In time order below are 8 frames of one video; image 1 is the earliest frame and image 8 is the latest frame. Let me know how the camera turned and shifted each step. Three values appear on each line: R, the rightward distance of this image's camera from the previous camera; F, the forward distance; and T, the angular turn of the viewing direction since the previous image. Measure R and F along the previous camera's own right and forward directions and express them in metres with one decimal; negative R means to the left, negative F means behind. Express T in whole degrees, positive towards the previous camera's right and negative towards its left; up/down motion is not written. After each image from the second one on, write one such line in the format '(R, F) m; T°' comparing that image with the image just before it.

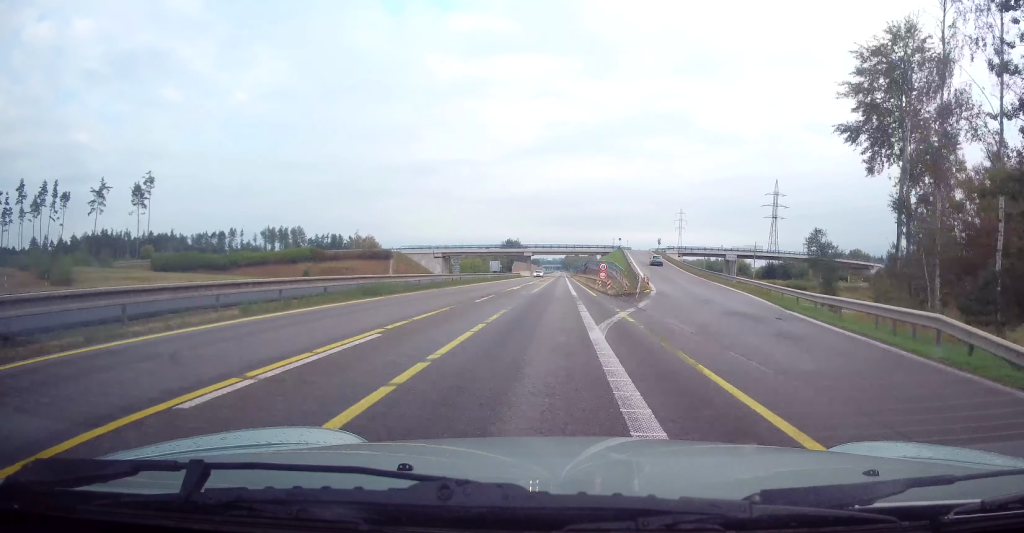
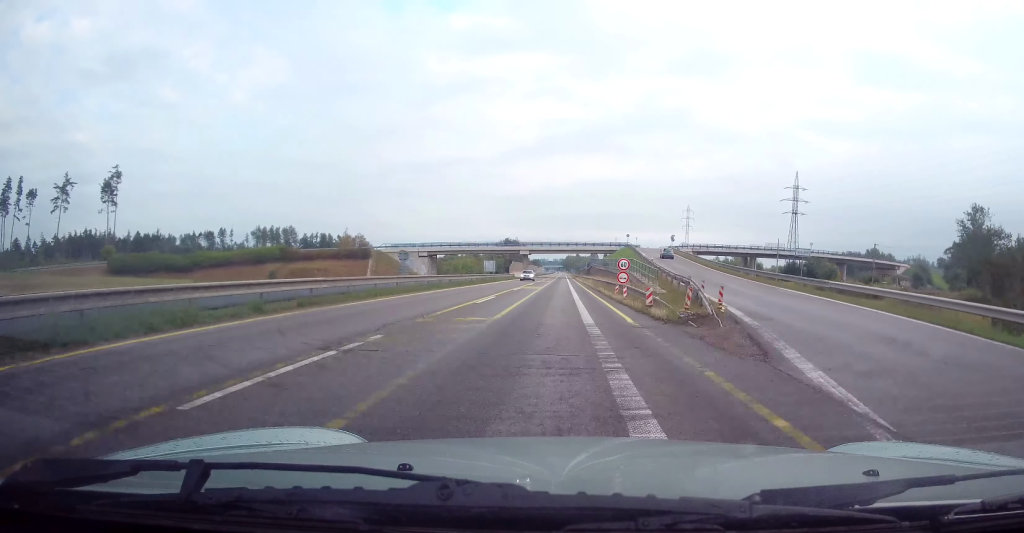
(0.0, +17.3) m; +1°
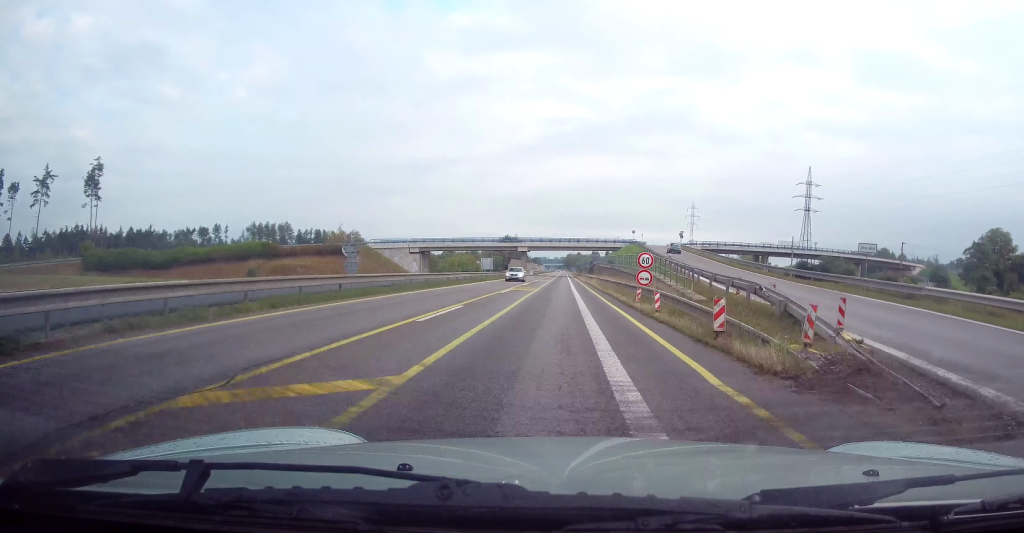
(+0.1, +8.6) m; -1°
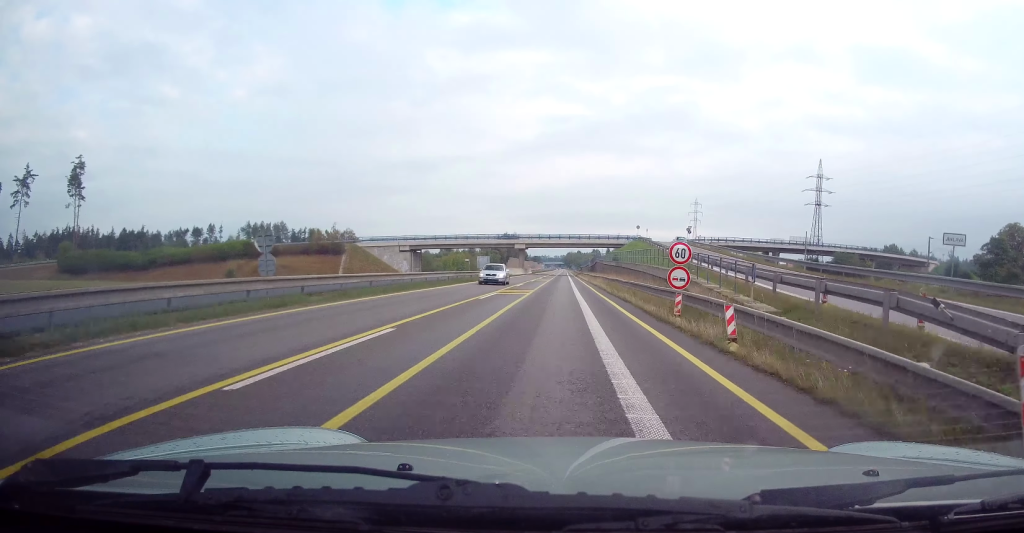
(+0.2, +8.0) m; -1°
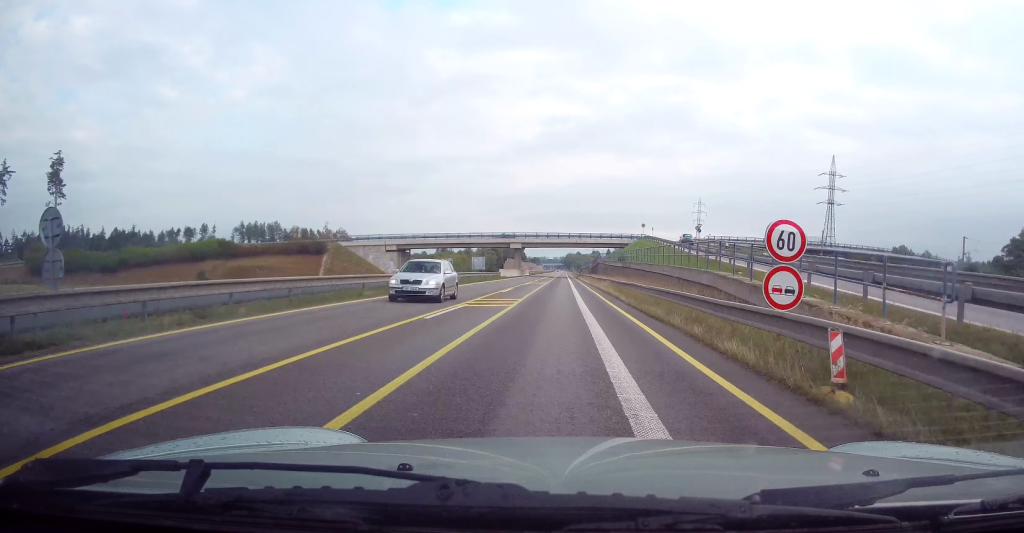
(-0.3, +8.7) m; -1°
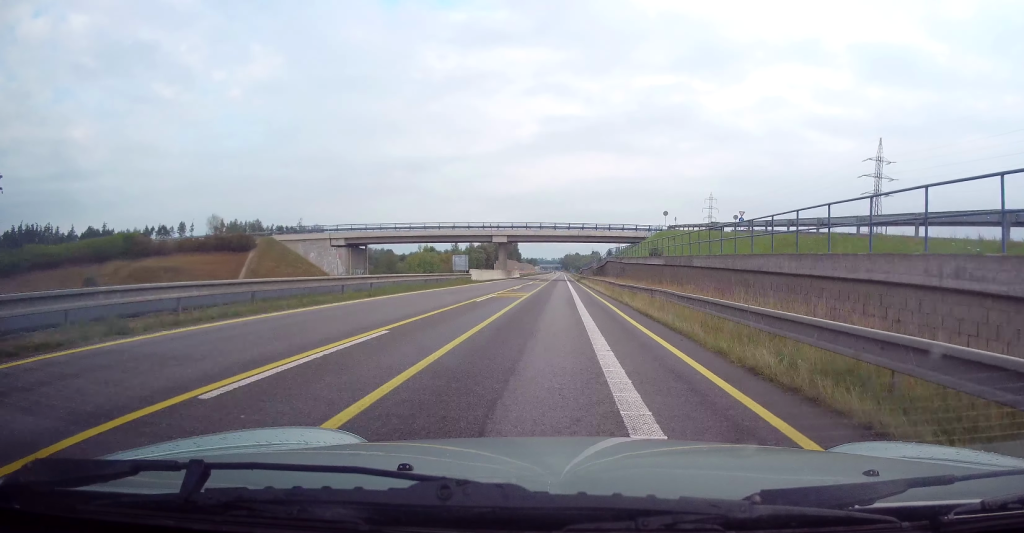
(-0.1, +26.3) m; 0°
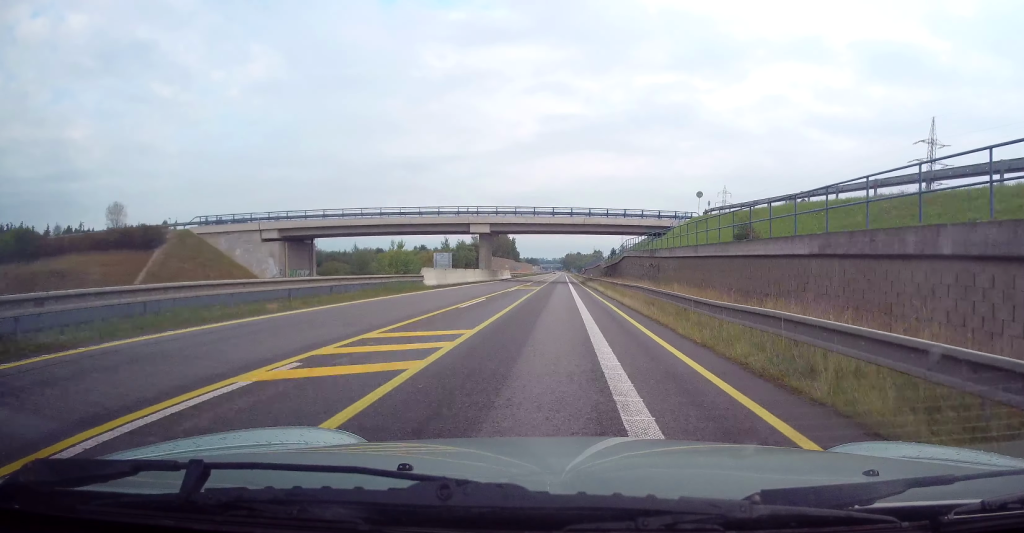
(0.0, +21.5) m; +1°
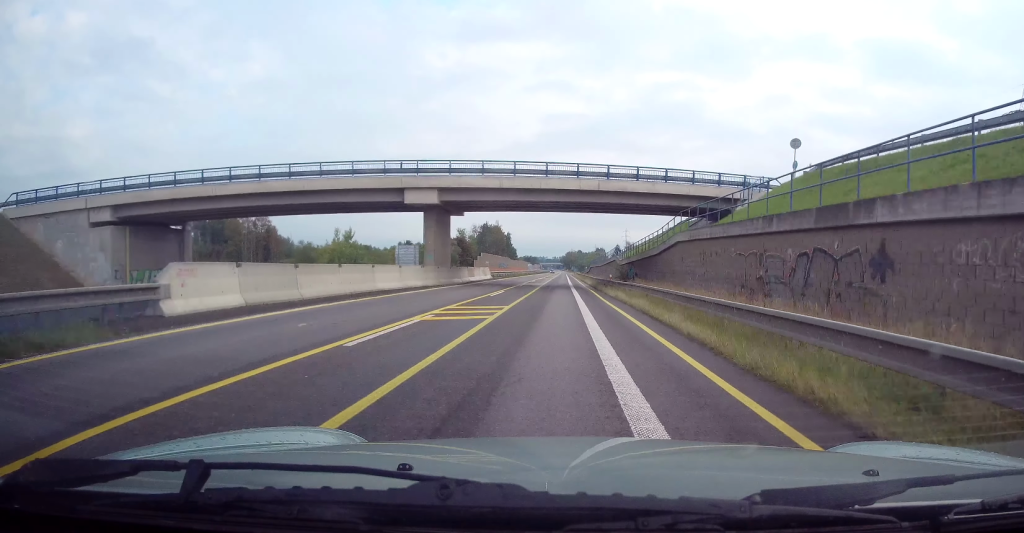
(+0.2, +27.6) m; -1°
